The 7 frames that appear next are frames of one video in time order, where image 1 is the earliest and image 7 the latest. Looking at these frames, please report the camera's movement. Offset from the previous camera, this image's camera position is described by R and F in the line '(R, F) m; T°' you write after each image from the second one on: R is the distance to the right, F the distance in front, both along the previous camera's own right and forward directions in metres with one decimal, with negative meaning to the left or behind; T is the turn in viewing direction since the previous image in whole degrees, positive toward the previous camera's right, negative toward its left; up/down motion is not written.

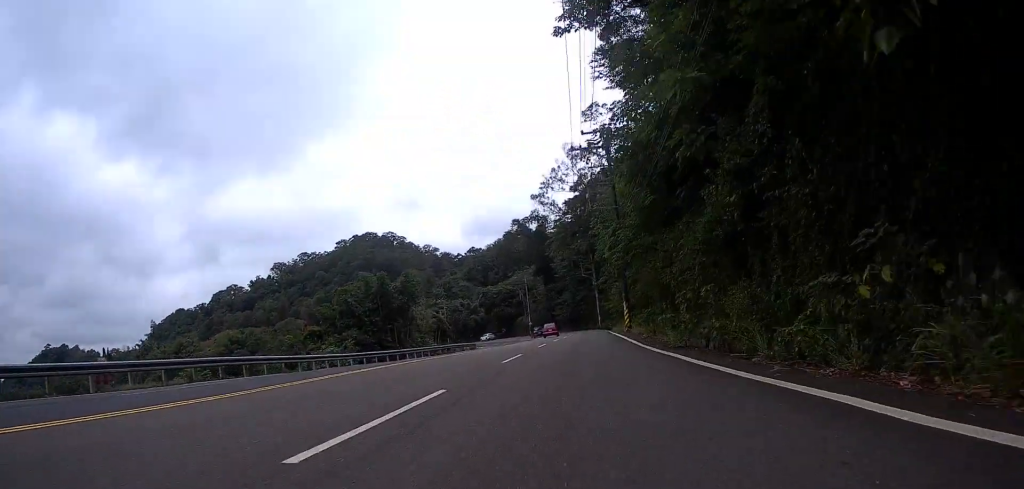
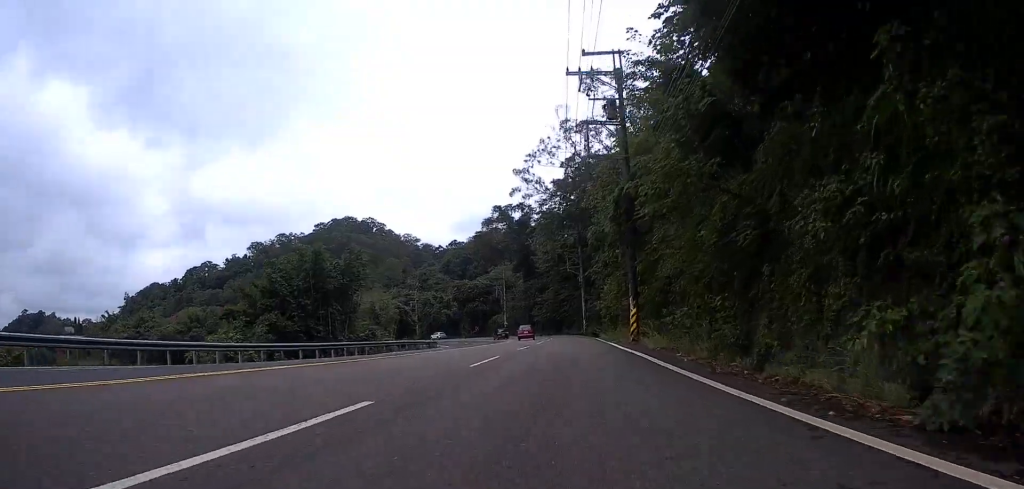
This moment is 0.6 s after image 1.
(-0.1, +11.0) m; -1°
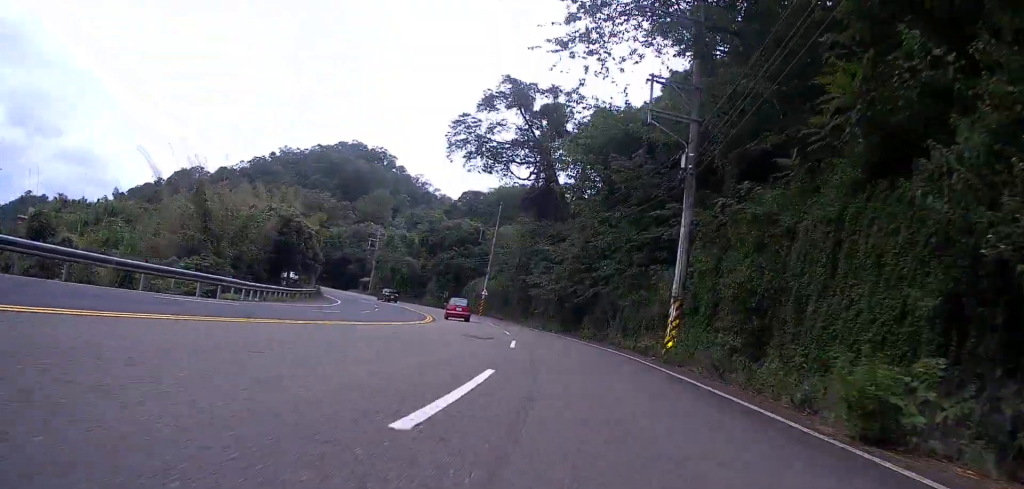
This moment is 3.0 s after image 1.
(+0.9, +42.5) m; -8°
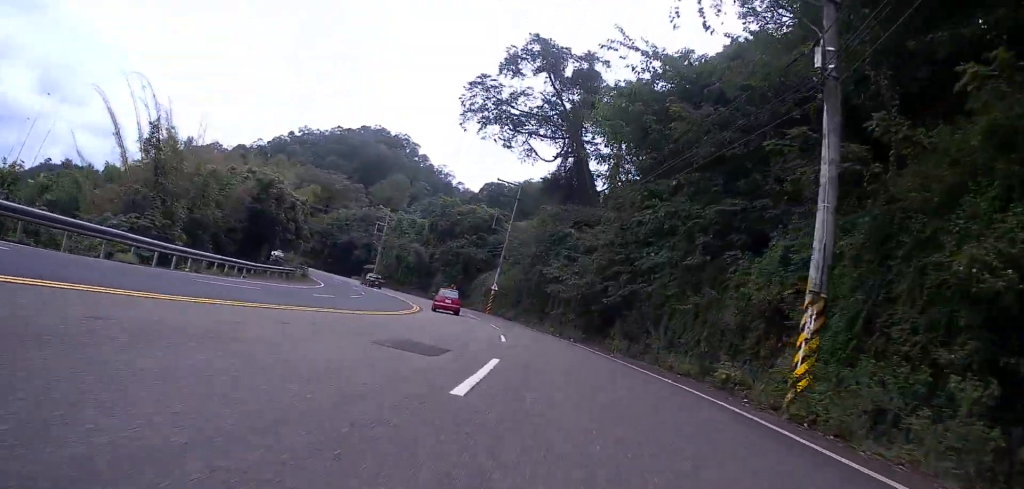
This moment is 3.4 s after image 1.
(-1.4, +8.2) m; -5°
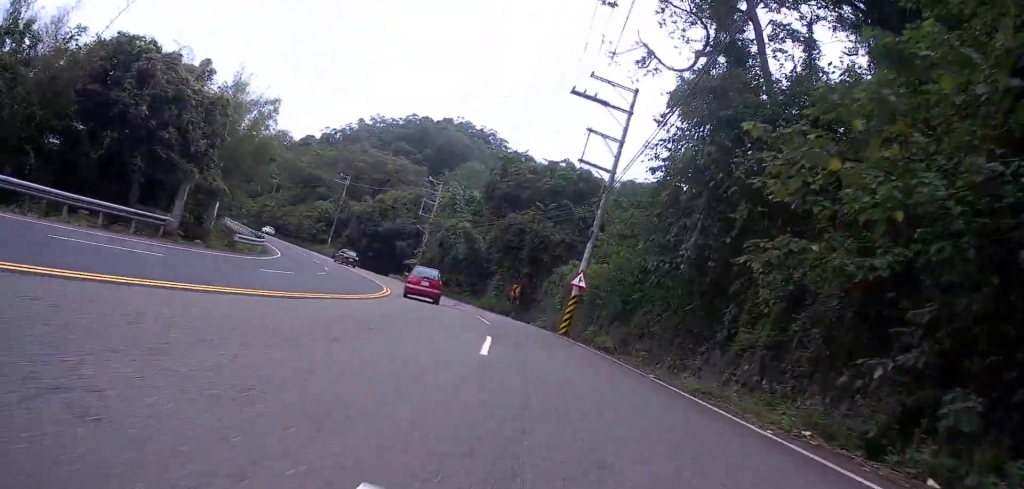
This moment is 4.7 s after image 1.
(-2.4, +26.7) m; -8°
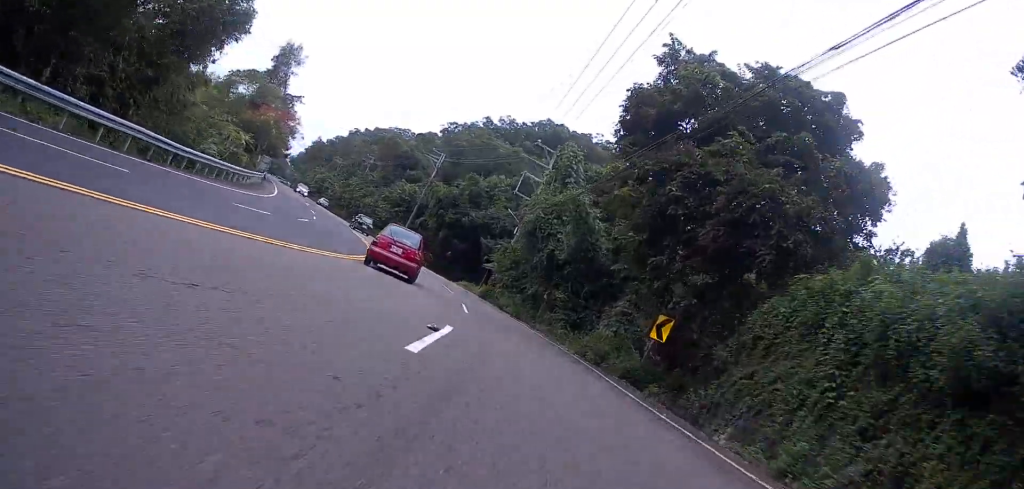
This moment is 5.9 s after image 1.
(-2.1, +25.7) m; -15°
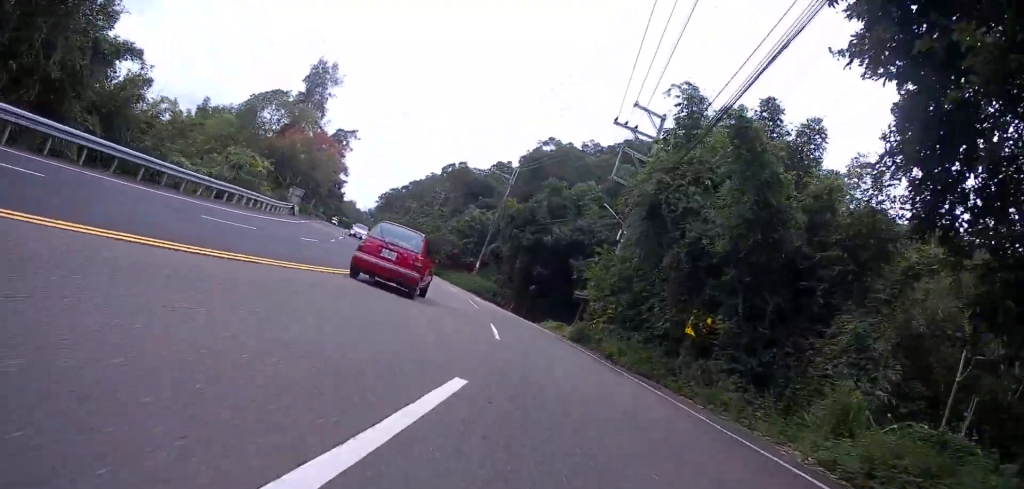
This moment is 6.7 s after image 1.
(-2.6, +17.5) m; -10°
